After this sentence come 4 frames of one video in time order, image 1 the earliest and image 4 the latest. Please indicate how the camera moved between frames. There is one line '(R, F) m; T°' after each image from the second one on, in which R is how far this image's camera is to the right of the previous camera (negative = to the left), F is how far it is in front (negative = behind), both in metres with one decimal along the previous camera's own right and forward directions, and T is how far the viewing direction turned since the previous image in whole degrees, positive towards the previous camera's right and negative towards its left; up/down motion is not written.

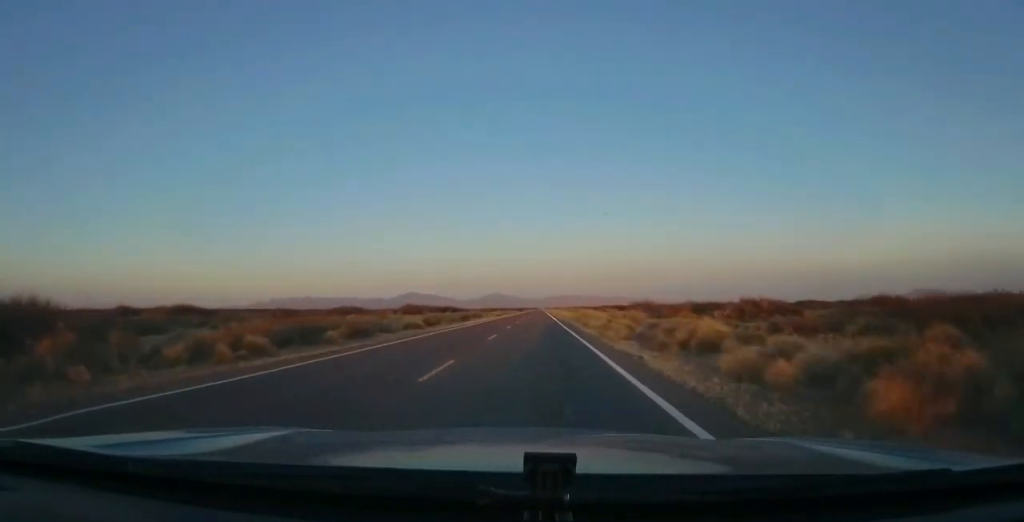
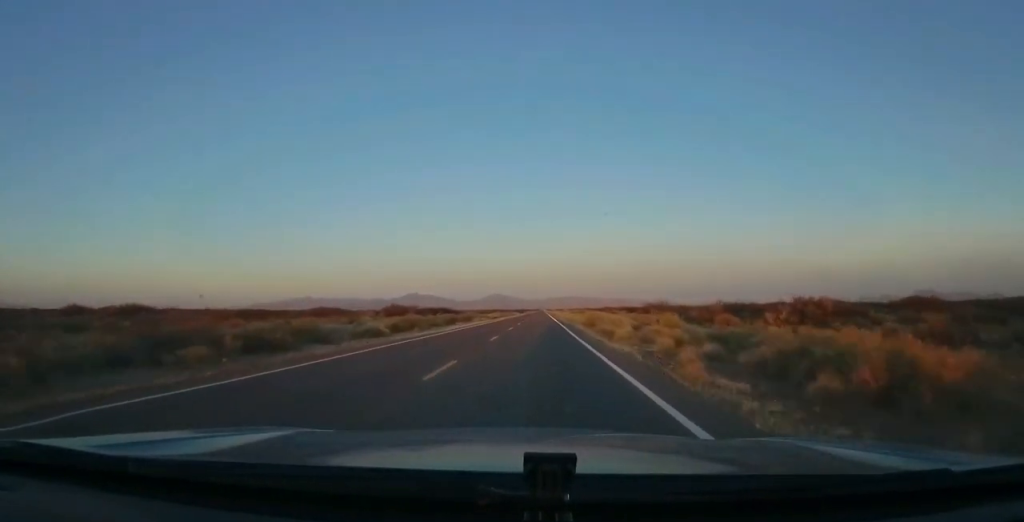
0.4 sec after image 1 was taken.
(0.0, +11.7) m; 0°
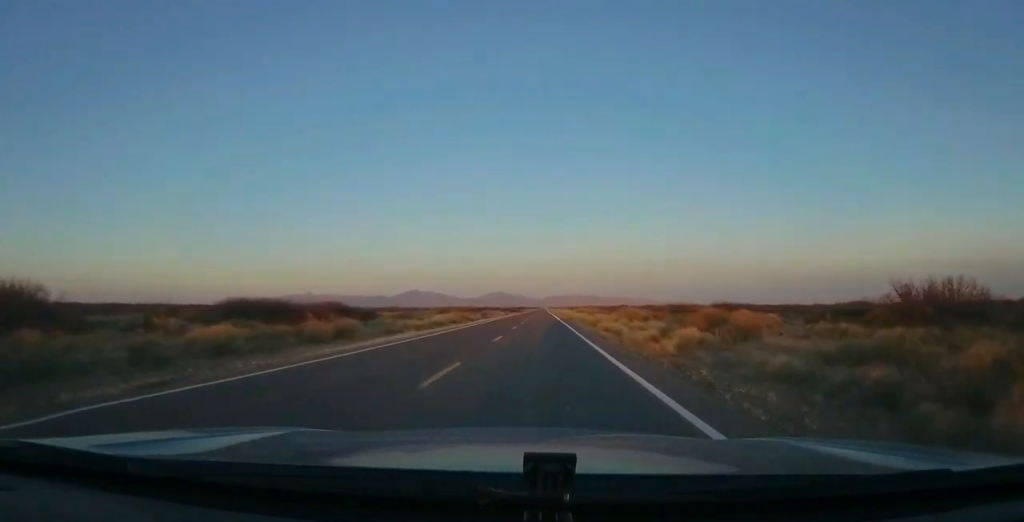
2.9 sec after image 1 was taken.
(+0.8, +72.1) m; +1°
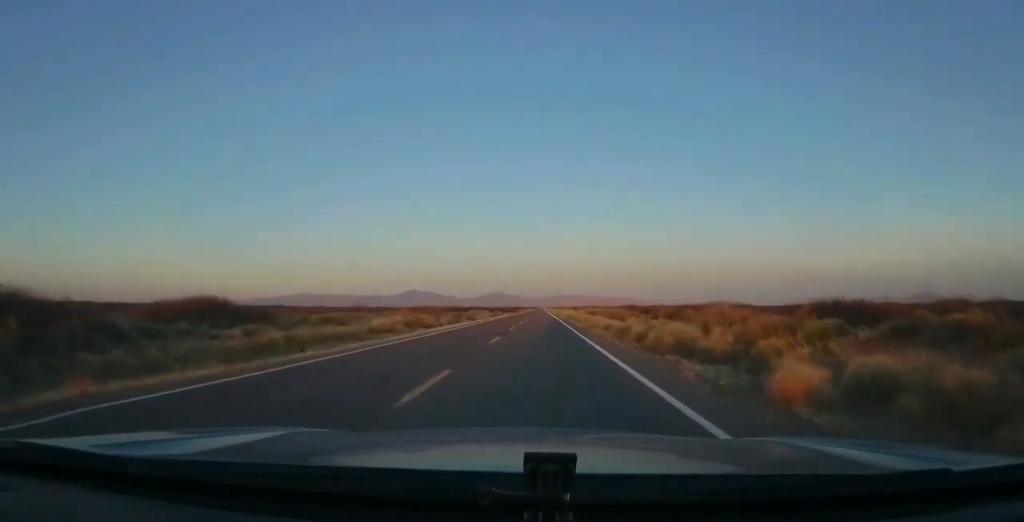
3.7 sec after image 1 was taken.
(-0.9, +25.3) m; -1°
